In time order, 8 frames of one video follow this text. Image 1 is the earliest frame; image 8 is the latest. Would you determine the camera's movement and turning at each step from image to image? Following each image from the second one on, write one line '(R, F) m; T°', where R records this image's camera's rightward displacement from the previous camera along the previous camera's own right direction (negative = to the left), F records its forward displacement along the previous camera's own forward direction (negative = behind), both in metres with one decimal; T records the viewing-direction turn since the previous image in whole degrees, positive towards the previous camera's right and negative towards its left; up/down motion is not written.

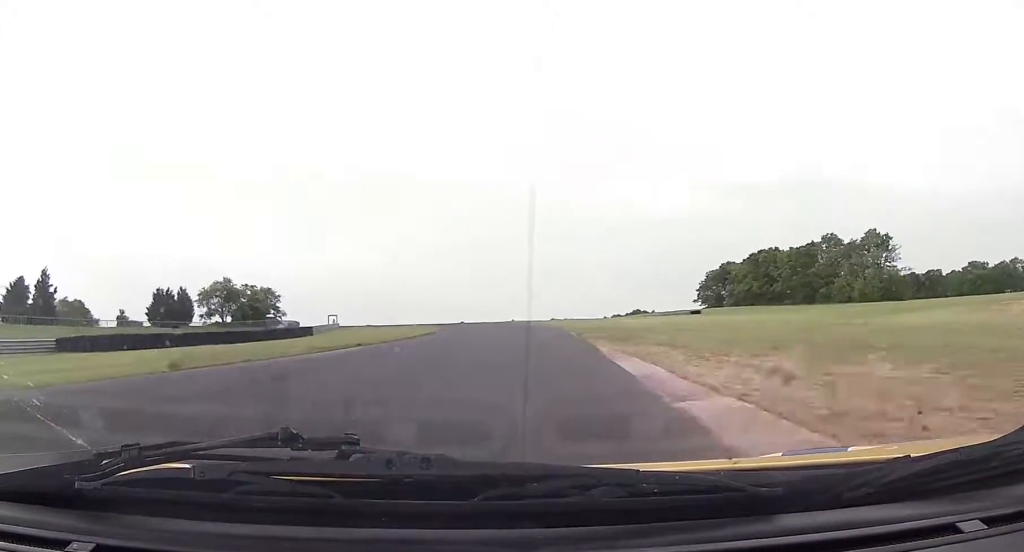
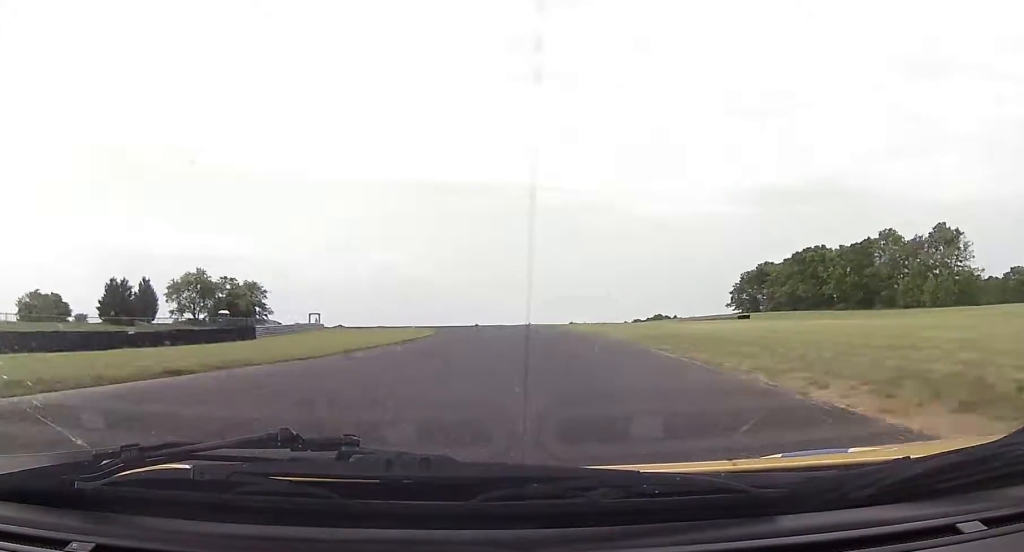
(-1.4, +21.3) m; -5°
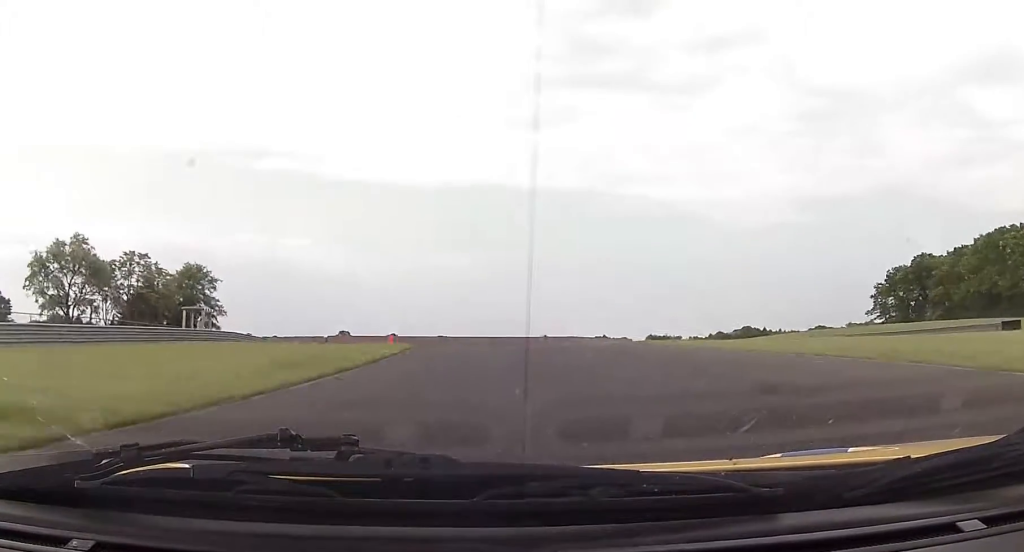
(-2.0, +57.6) m; -5°
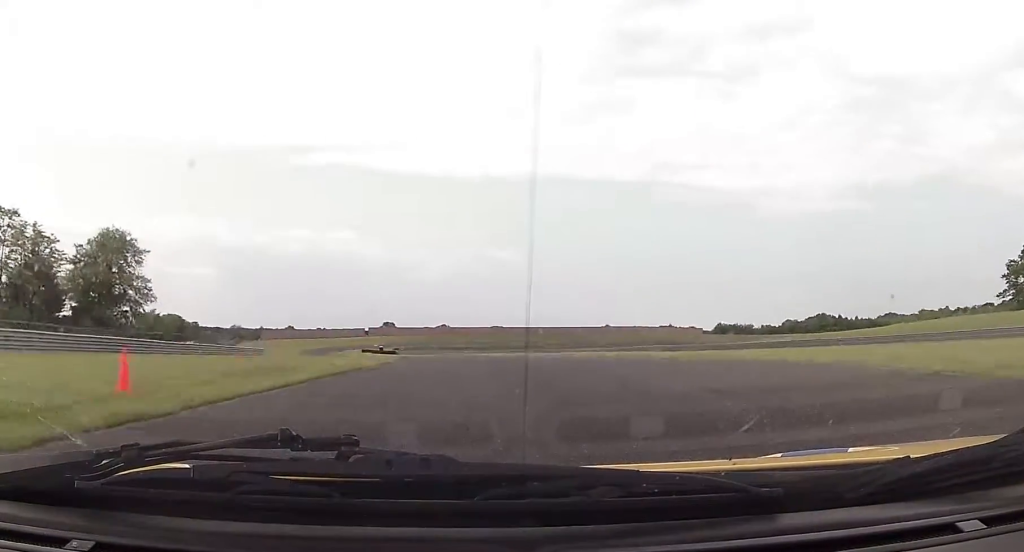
(-1.6, +35.7) m; -4°
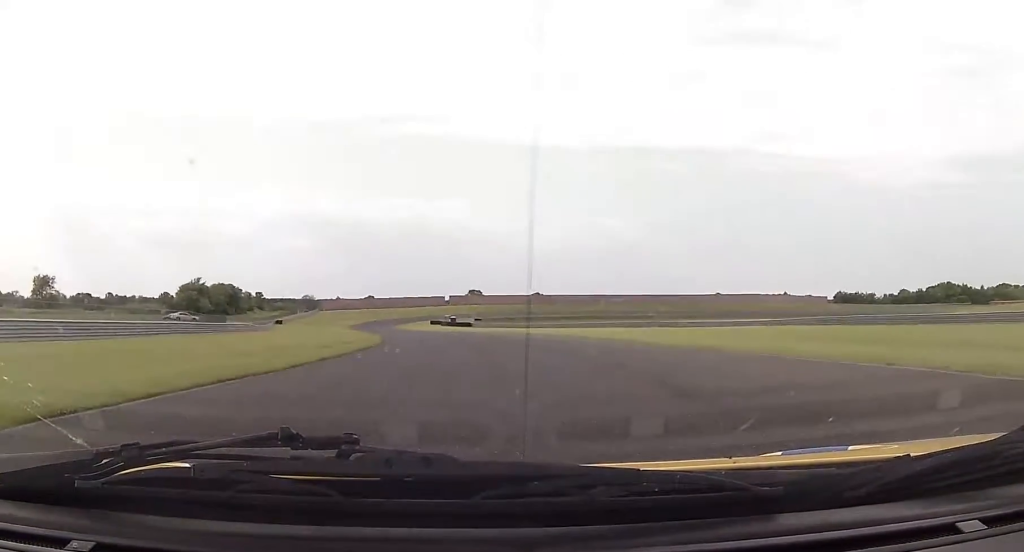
(-2.4, +43.8) m; -7°
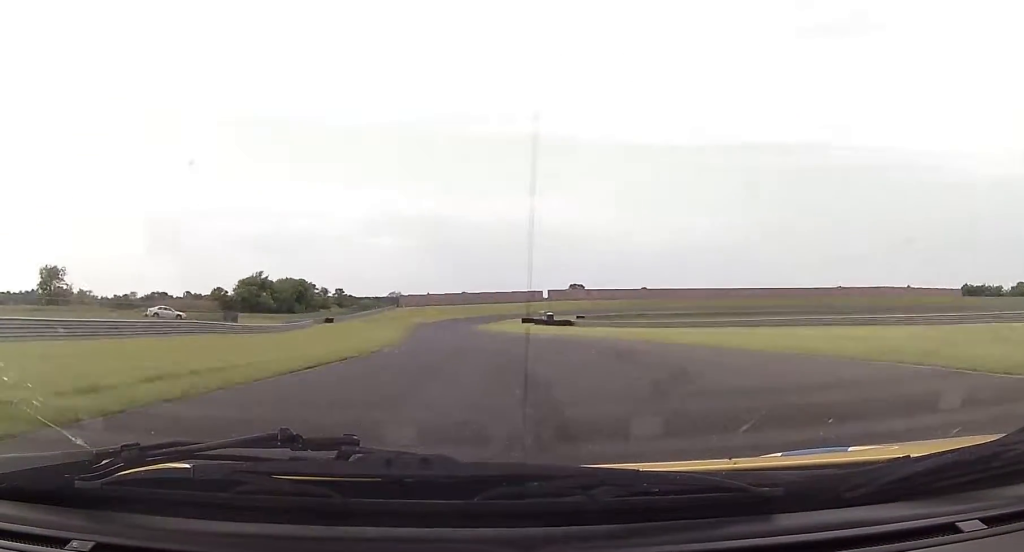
(-2.2, +34.4) m; -7°
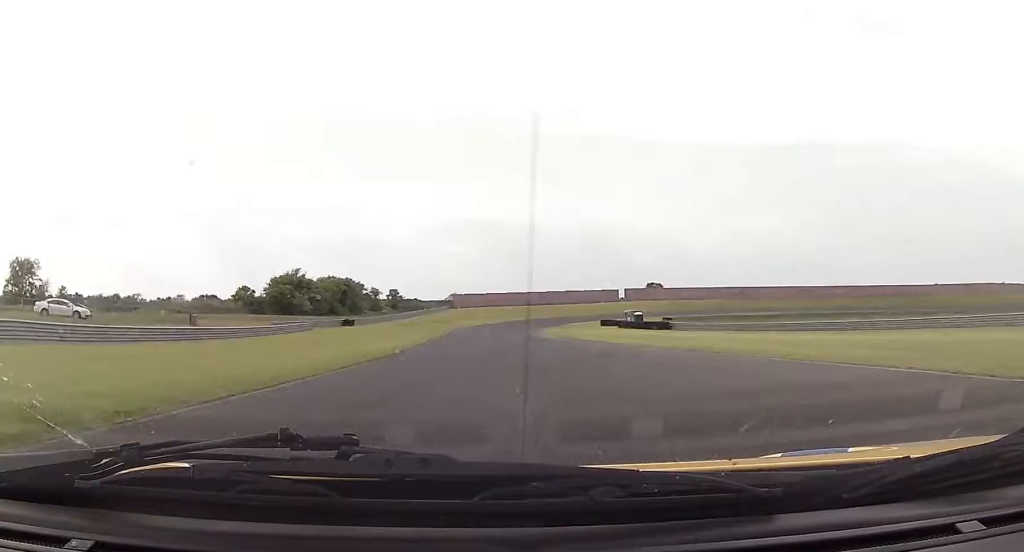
(-1.7, +31.3) m; -6°
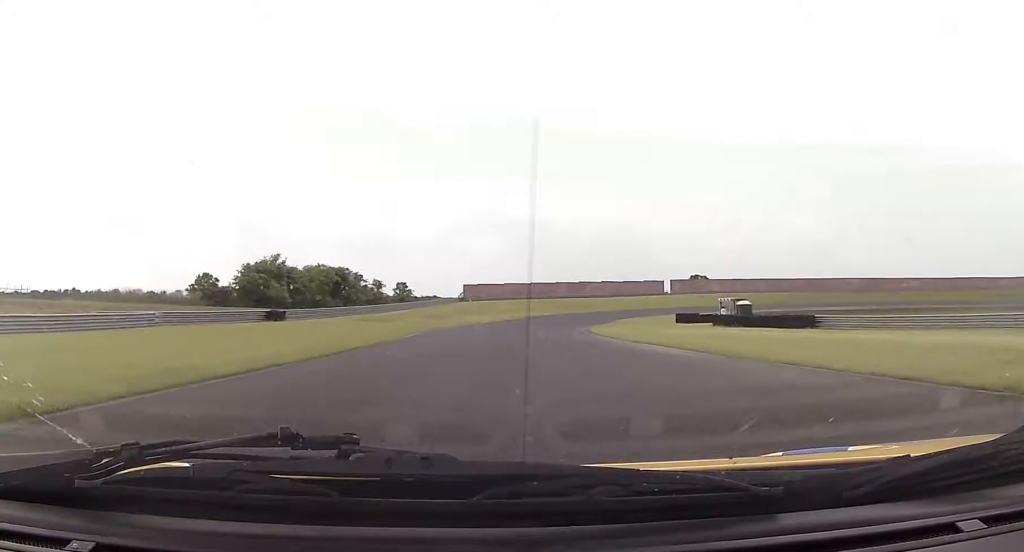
(-1.8, +39.2) m; -3°
